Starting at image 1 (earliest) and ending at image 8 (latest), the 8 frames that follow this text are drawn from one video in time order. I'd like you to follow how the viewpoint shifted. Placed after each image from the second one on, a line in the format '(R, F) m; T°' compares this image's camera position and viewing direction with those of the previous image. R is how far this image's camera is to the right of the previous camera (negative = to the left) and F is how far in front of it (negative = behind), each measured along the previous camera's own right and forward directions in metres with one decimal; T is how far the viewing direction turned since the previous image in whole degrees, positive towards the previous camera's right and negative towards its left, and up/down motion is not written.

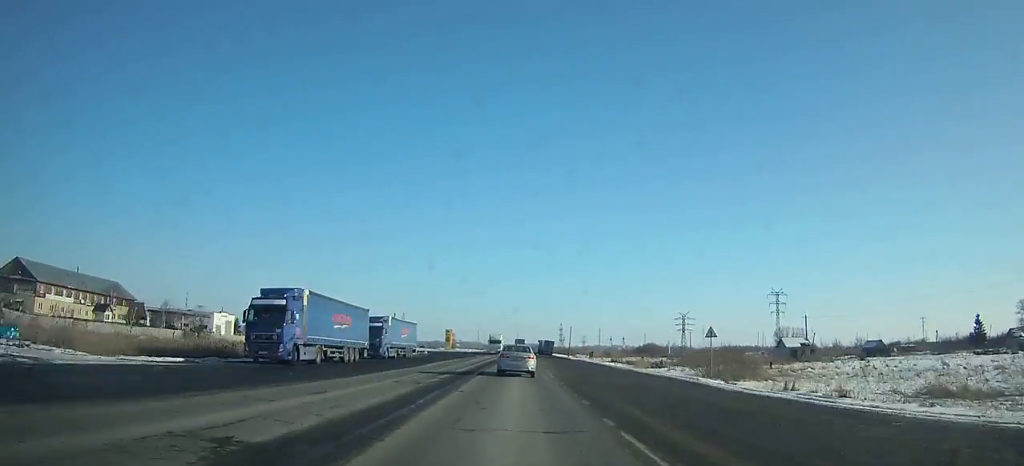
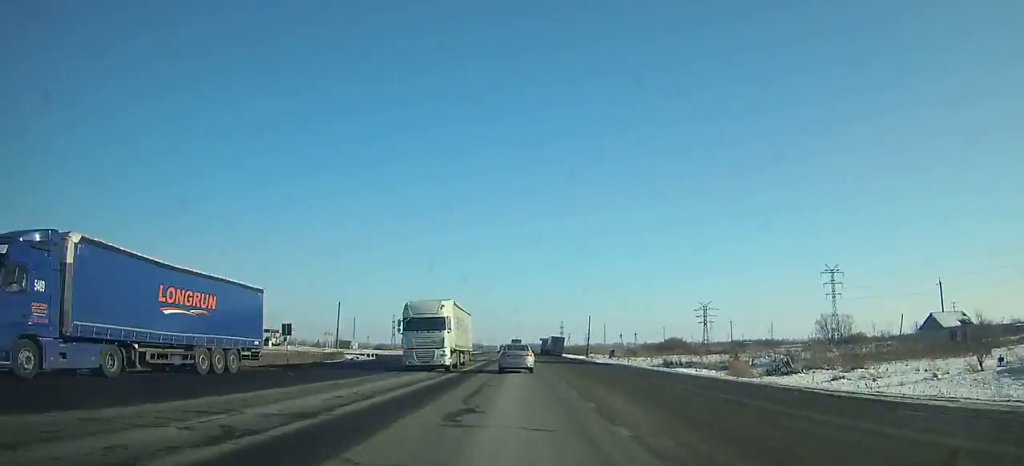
(0.0, +42.1) m; 0°
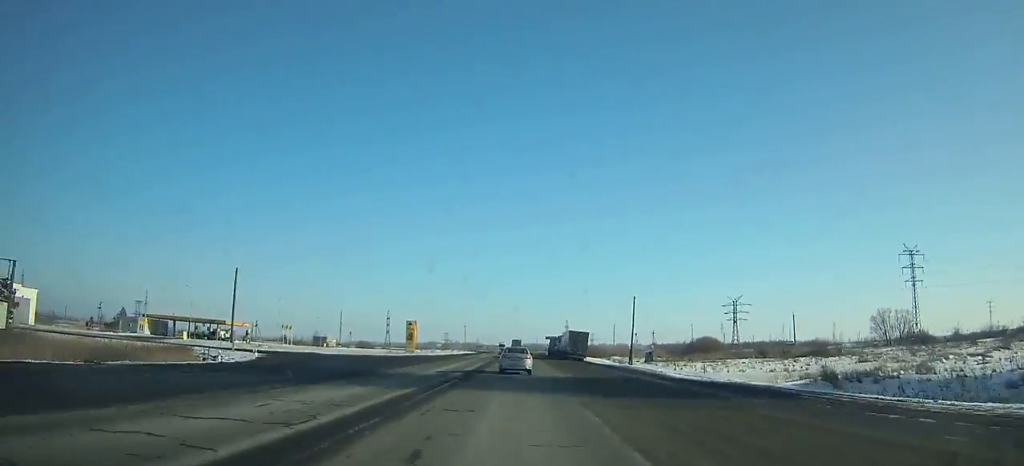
(0.0, +38.2) m; 0°
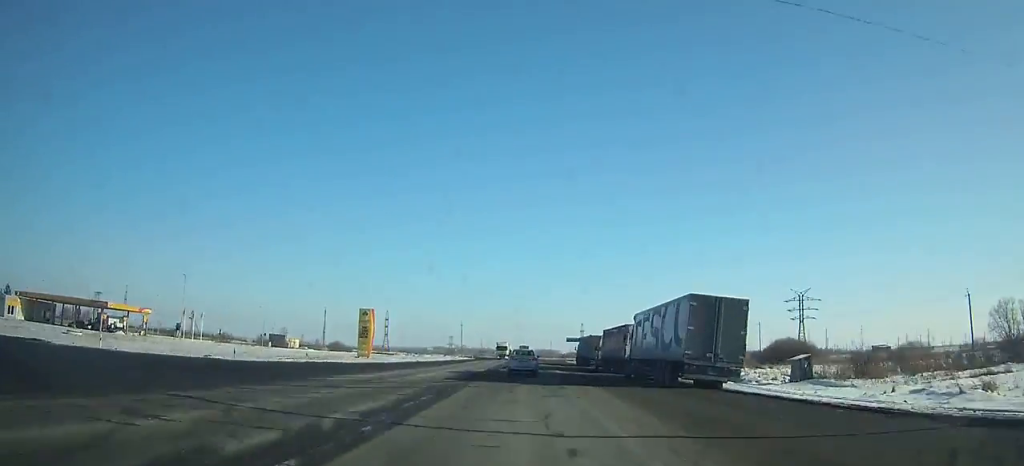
(-0.4, +52.6) m; 0°
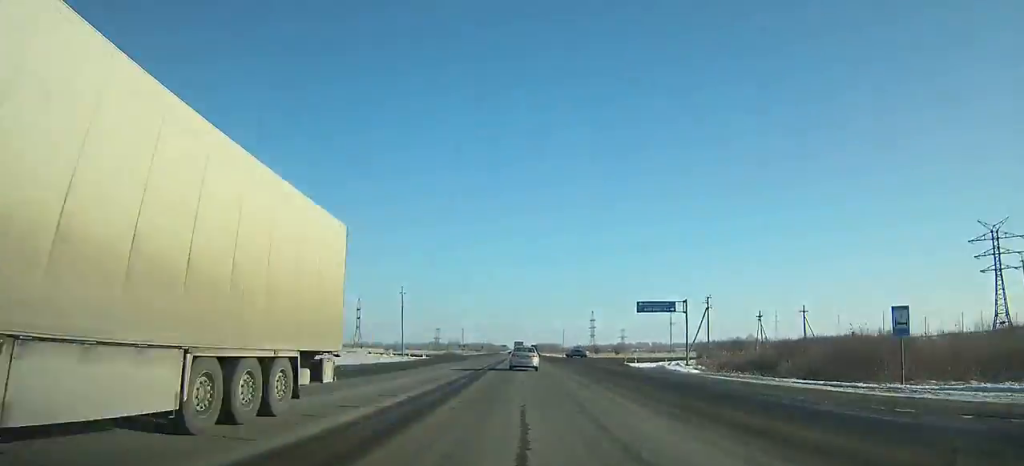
(-0.4, +92.4) m; 0°
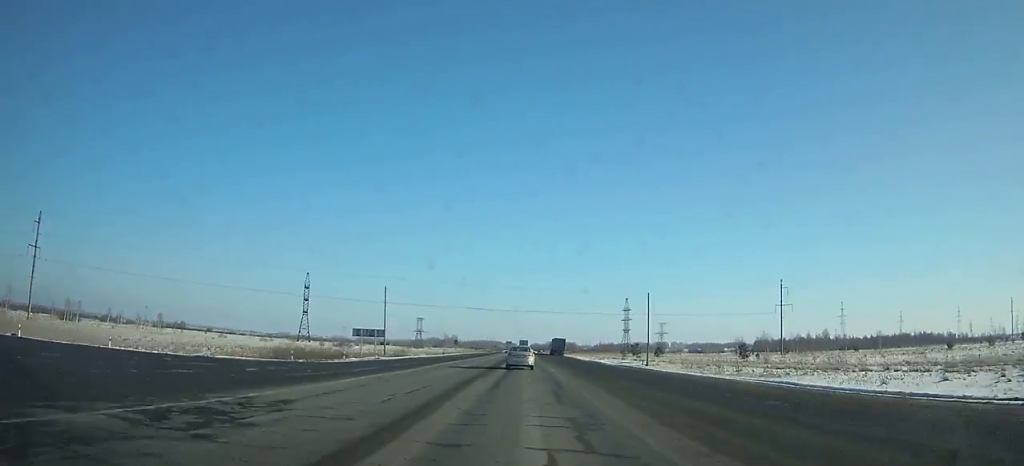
(-1.0, +127.7) m; -1°
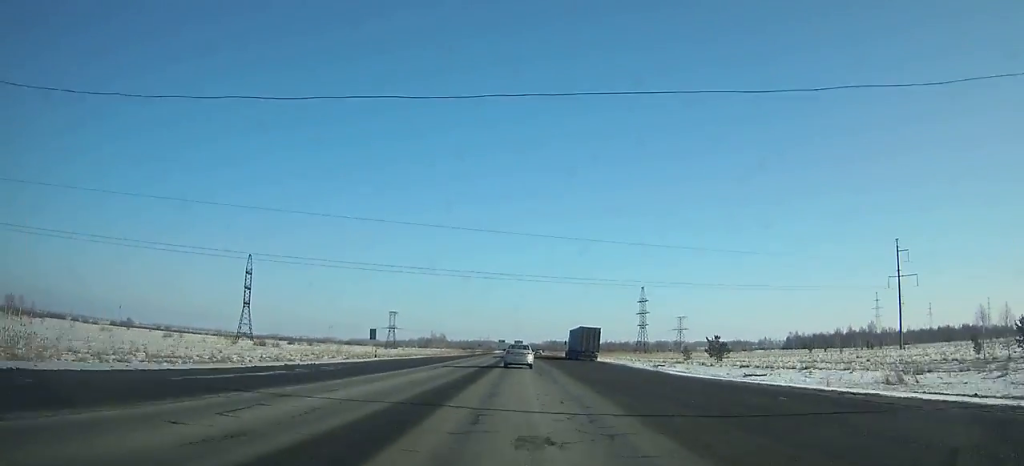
(0.0, +66.1) m; 0°
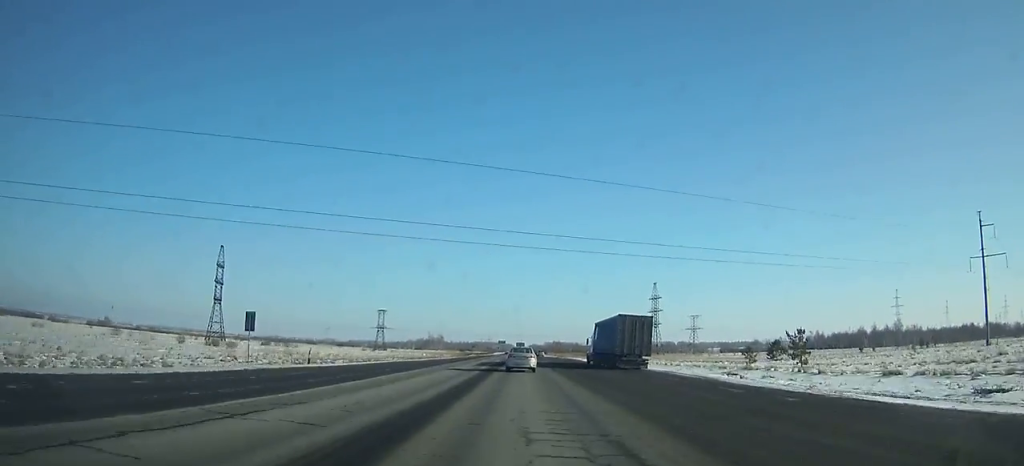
(+0.1, +27.9) m; 0°
